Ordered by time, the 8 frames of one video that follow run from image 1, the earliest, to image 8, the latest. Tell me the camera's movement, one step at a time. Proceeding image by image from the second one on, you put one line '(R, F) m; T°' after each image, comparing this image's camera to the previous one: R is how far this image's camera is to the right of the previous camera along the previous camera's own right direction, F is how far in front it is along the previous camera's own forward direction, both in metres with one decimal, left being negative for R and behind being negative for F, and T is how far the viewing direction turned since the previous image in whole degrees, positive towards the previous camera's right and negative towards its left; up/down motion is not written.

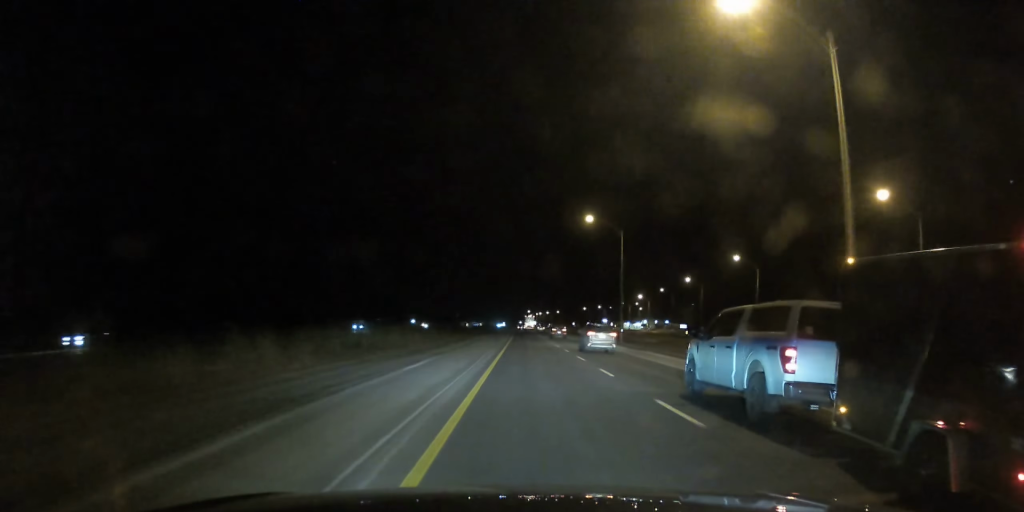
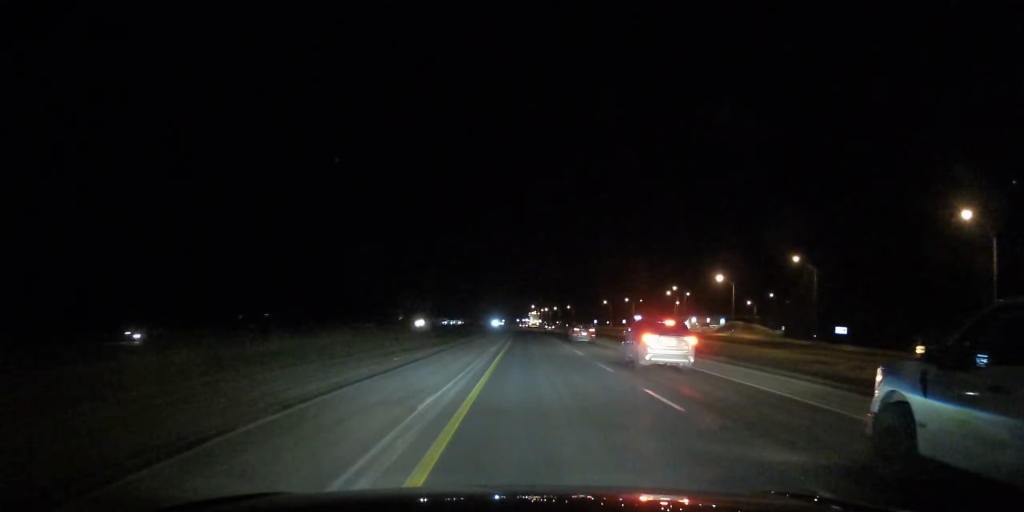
(+0.1, +80.9) m; 0°
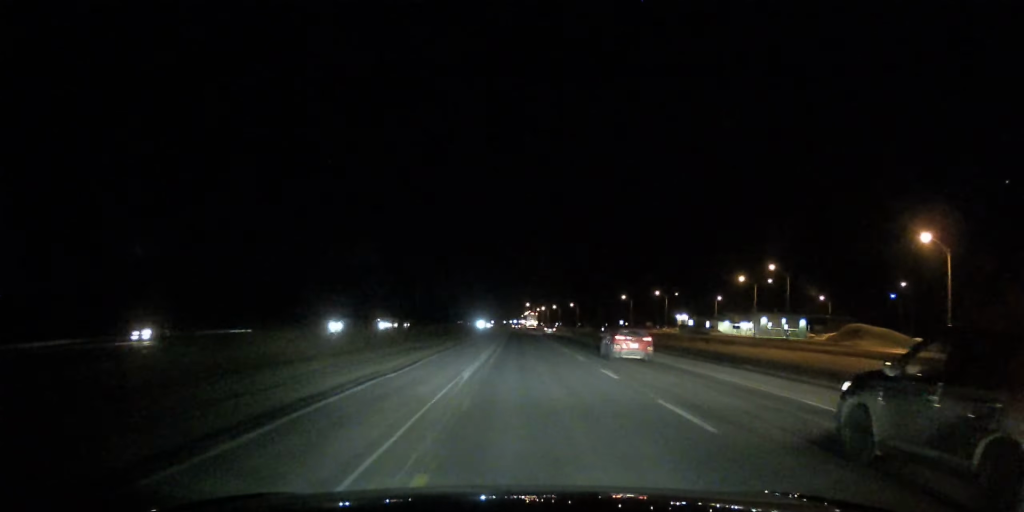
(+0.1, +72.3) m; 0°
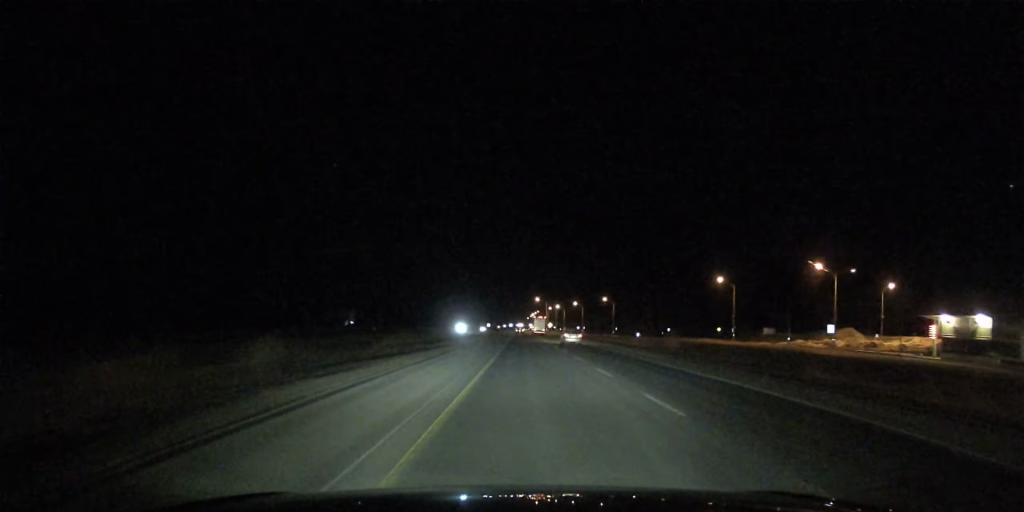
(-0.3, +112.3) m; 0°
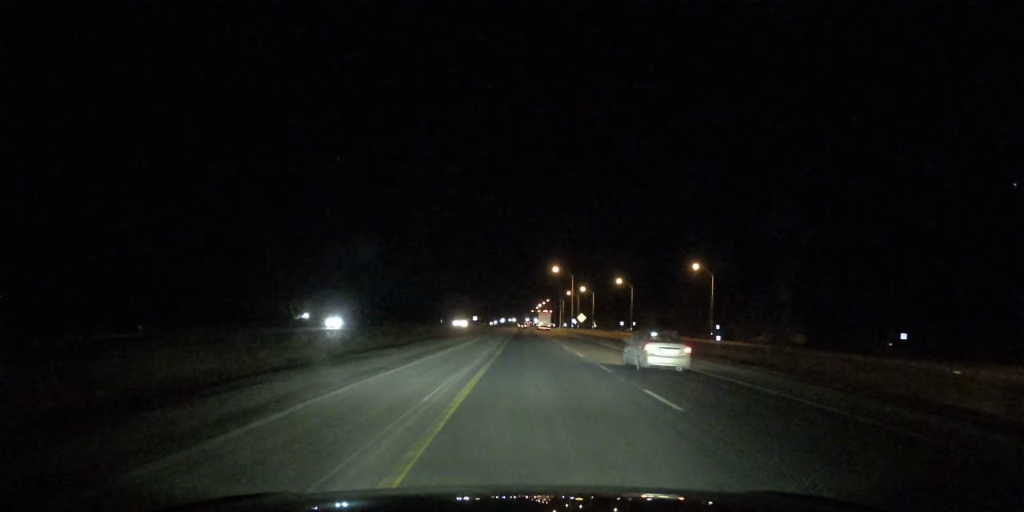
(-0.3, +111.0) m; 0°
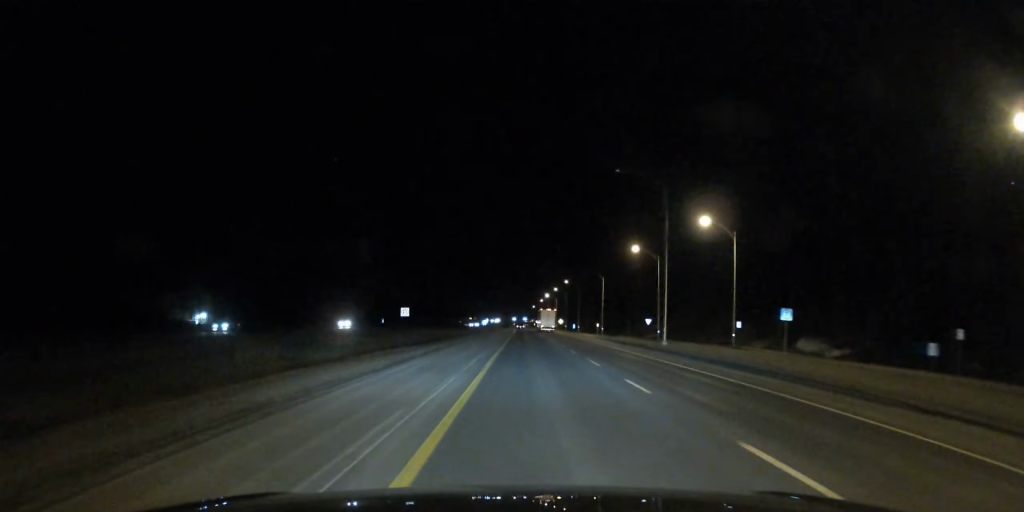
(-0.1, +125.8) m; 0°
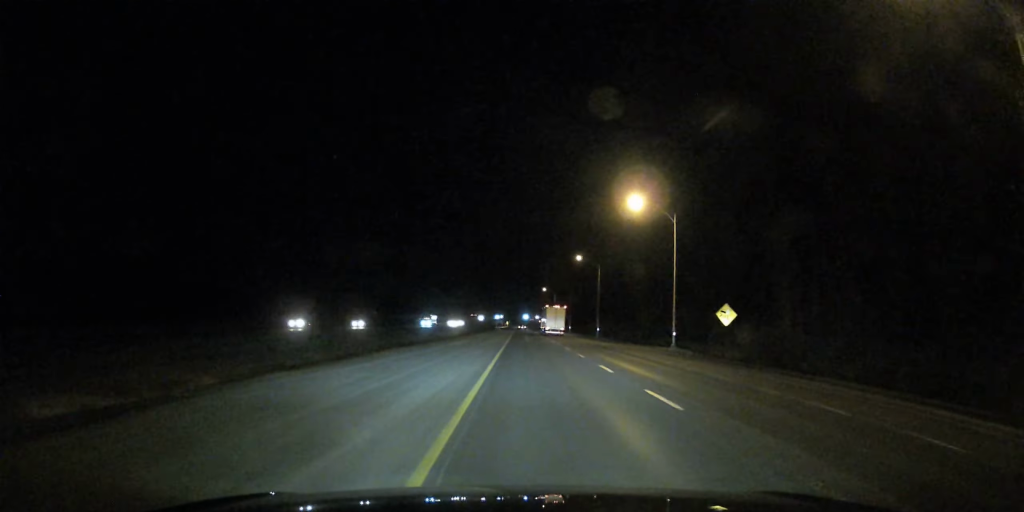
(+0.4, +174.4) m; 0°
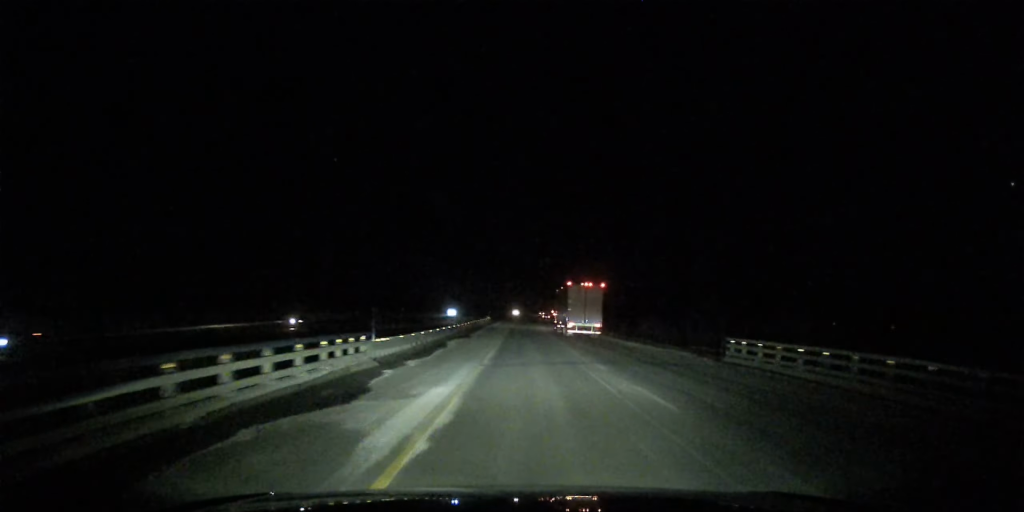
(+0.3, +216.4) m; 0°
